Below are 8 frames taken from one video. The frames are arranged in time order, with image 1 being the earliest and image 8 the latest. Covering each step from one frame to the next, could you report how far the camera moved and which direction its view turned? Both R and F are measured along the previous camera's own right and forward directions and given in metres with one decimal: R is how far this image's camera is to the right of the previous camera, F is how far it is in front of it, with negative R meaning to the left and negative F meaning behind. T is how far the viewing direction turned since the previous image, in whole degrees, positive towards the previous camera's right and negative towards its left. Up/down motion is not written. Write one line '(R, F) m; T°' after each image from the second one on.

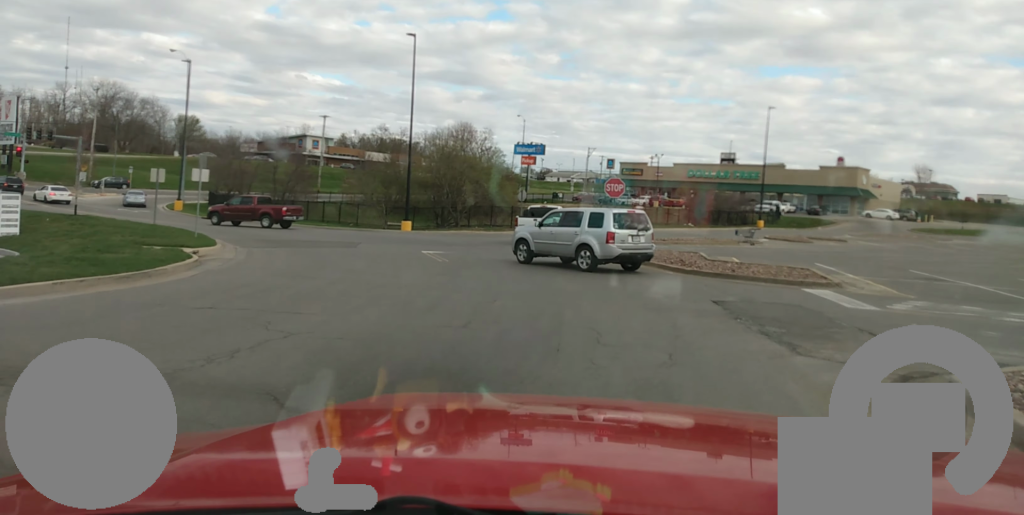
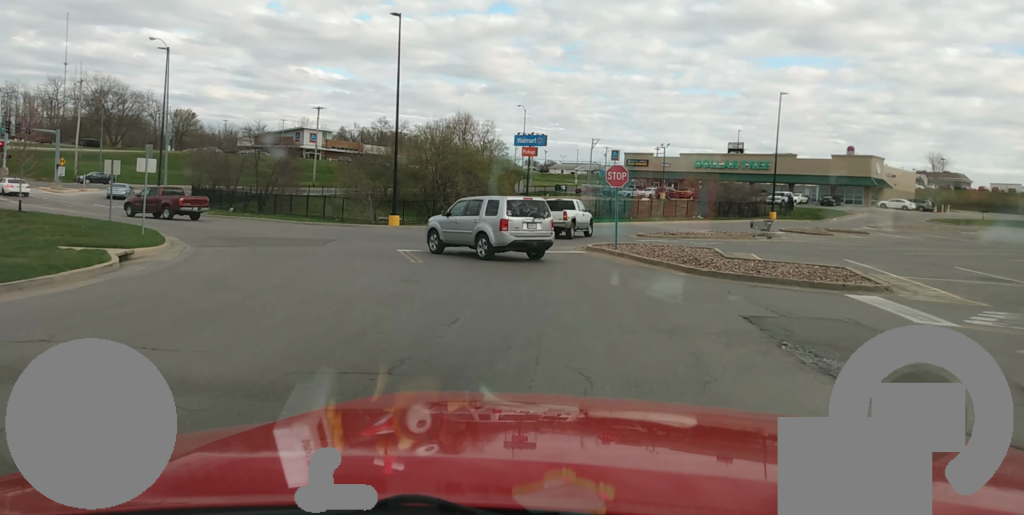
(+0.2, +3.5) m; +4°
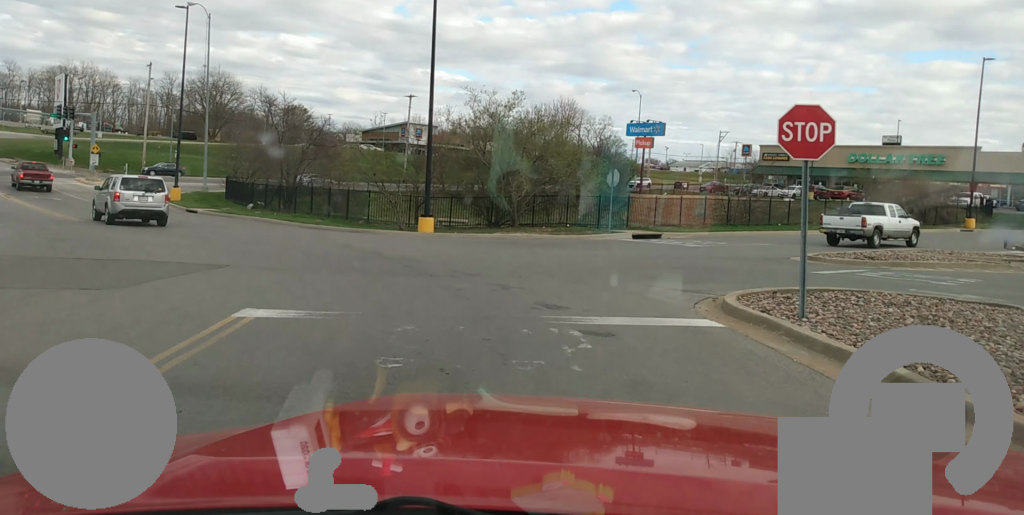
(-1.1, +14.6) m; -13°
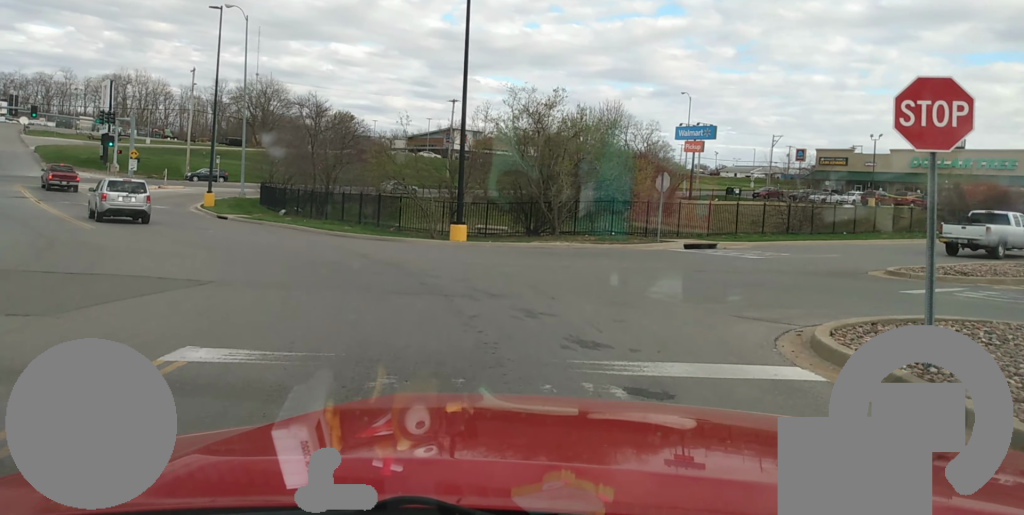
(0.0, +2.7) m; 0°
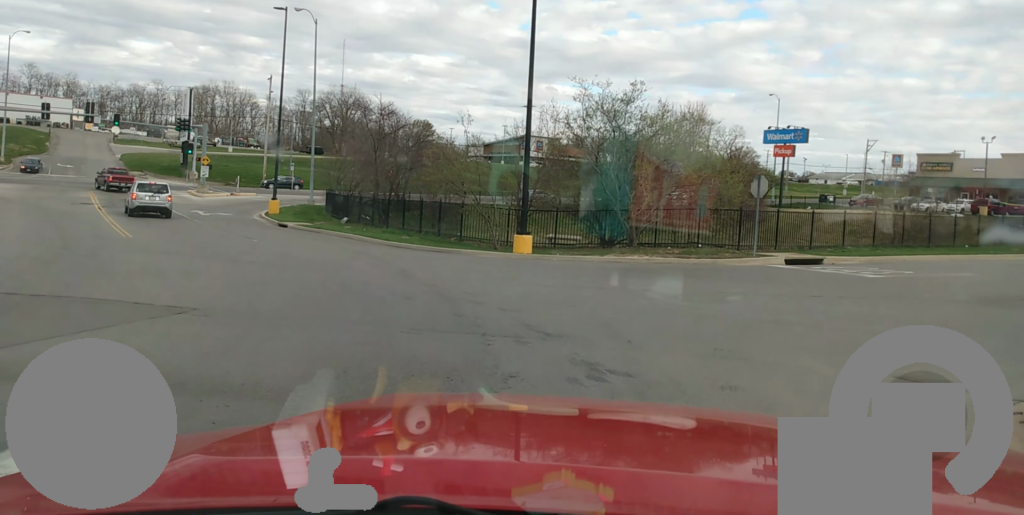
(0.0, +4.2) m; -4°
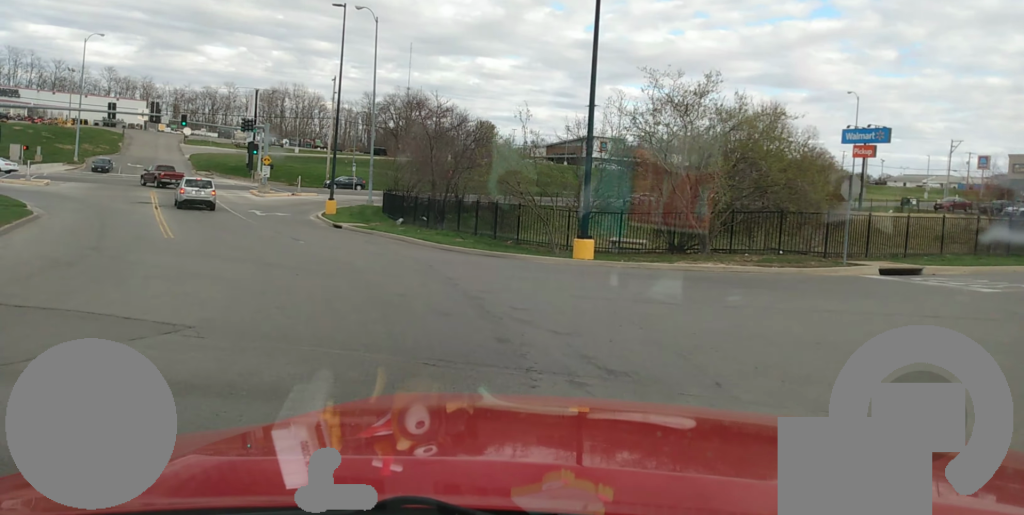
(-0.2, +2.6) m; -7°
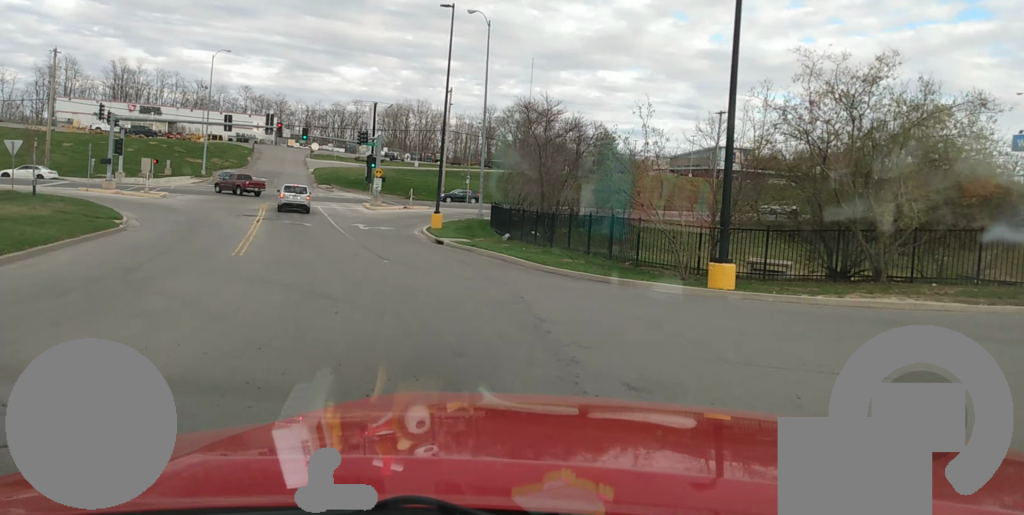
(-0.5, +4.5) m; -12°
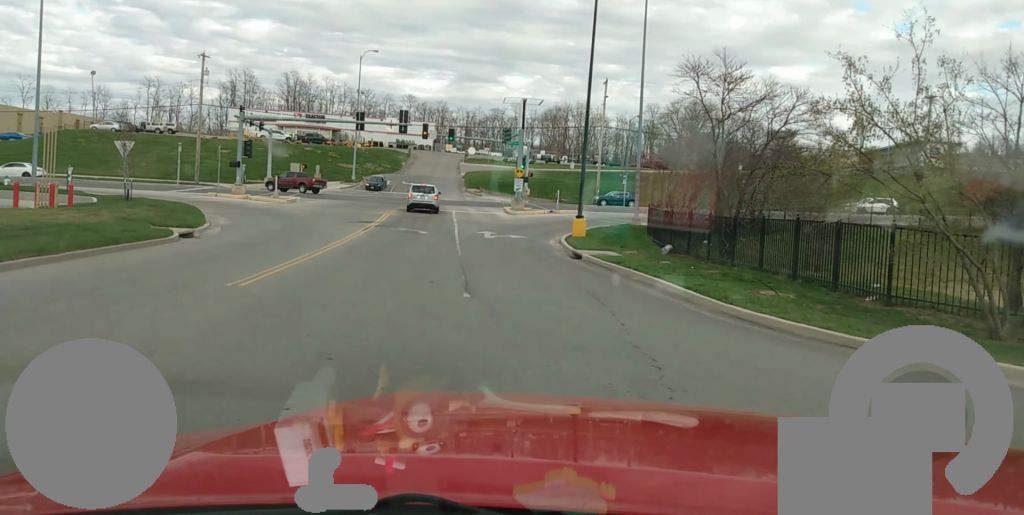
(-0.8, +7.8) m; -6°
